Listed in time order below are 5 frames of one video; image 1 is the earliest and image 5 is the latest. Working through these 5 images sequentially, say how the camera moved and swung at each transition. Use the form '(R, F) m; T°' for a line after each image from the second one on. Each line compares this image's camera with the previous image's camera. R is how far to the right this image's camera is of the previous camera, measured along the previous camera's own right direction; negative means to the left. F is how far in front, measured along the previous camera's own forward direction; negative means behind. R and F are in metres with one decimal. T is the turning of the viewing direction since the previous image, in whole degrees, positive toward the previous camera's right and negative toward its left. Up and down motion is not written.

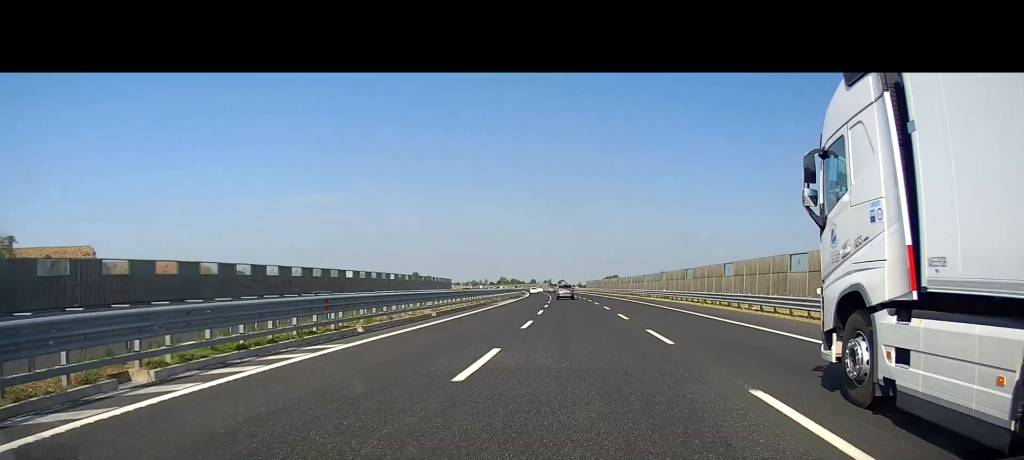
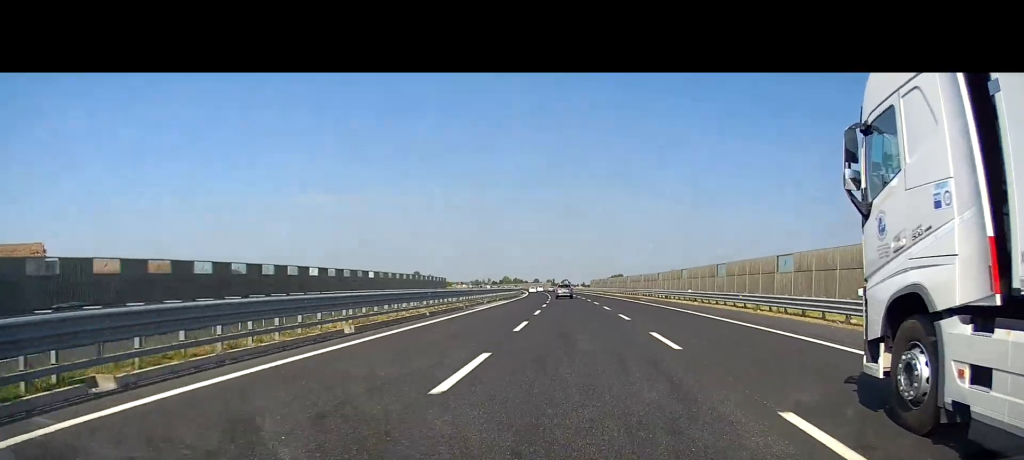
(-0.1, +13.0) m; -1°
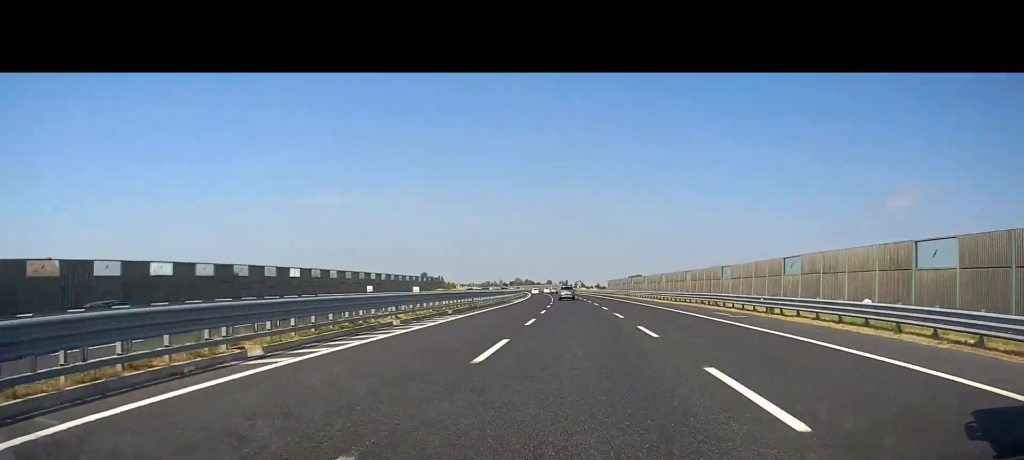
(-0.5, +30.5) m; -2°
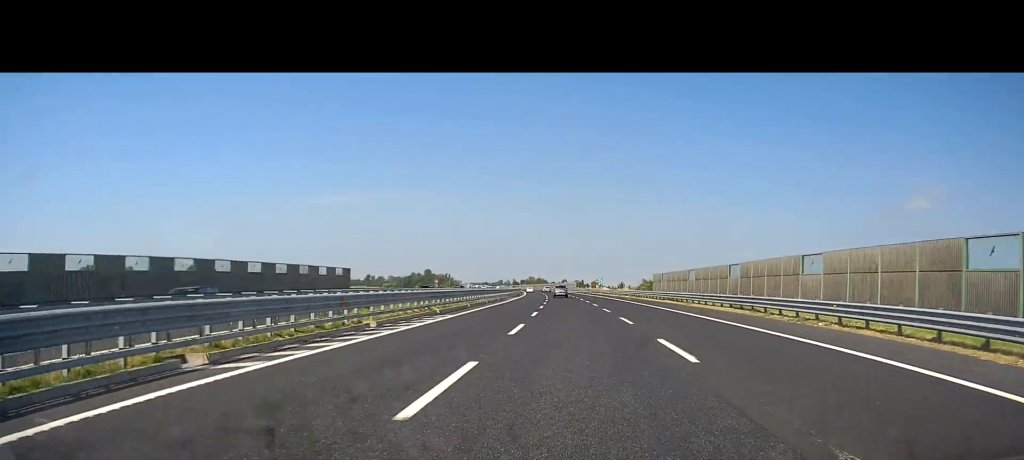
(-0.8, +62.7) m; -1°
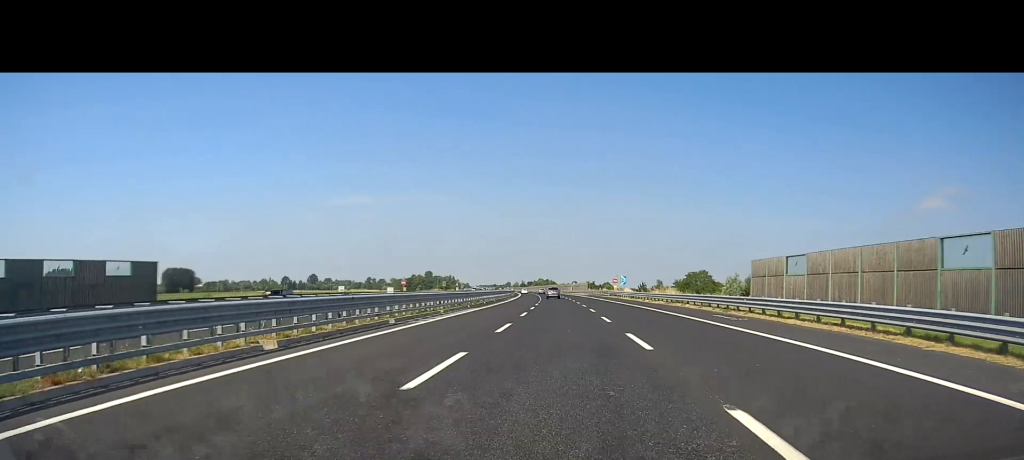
(-0.7, +43.7) m; -2°
